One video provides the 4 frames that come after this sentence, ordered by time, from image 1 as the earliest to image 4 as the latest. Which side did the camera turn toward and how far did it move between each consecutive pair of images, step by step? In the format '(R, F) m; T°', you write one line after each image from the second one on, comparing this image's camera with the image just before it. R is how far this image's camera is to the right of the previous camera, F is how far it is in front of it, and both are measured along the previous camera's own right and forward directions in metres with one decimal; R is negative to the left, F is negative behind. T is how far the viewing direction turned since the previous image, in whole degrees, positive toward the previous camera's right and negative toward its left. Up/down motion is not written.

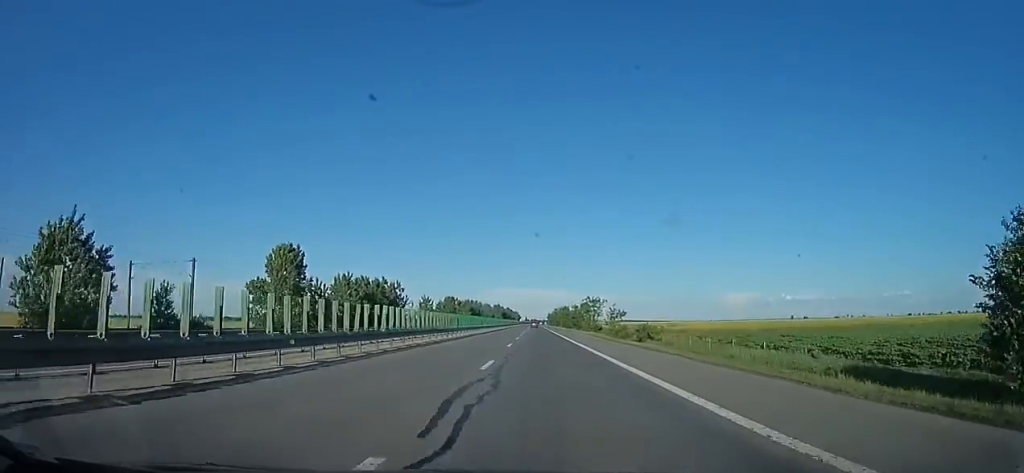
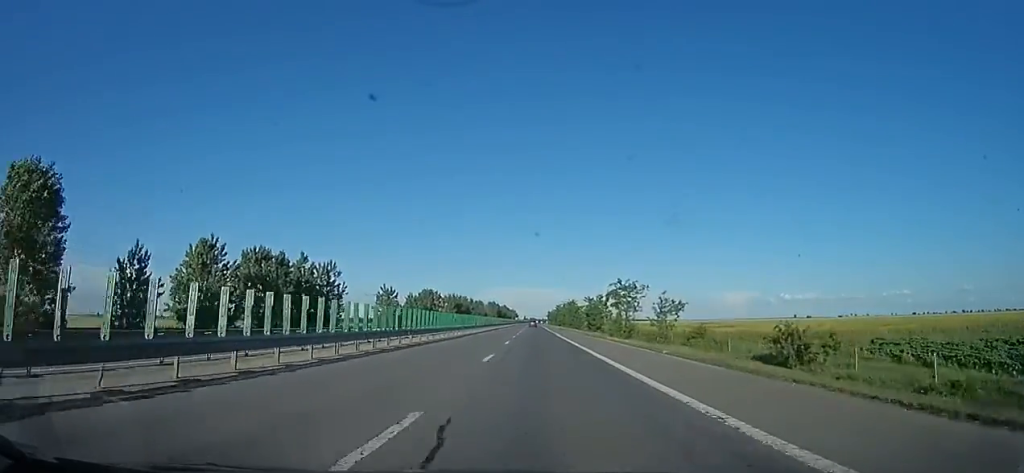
(0.0, +33.4) m; 0°
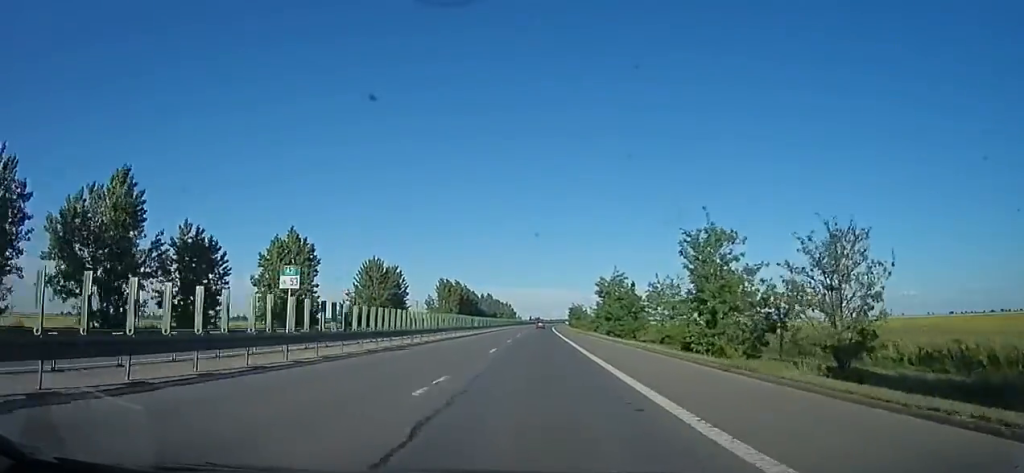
(-0.2, +174.2) m; 0°
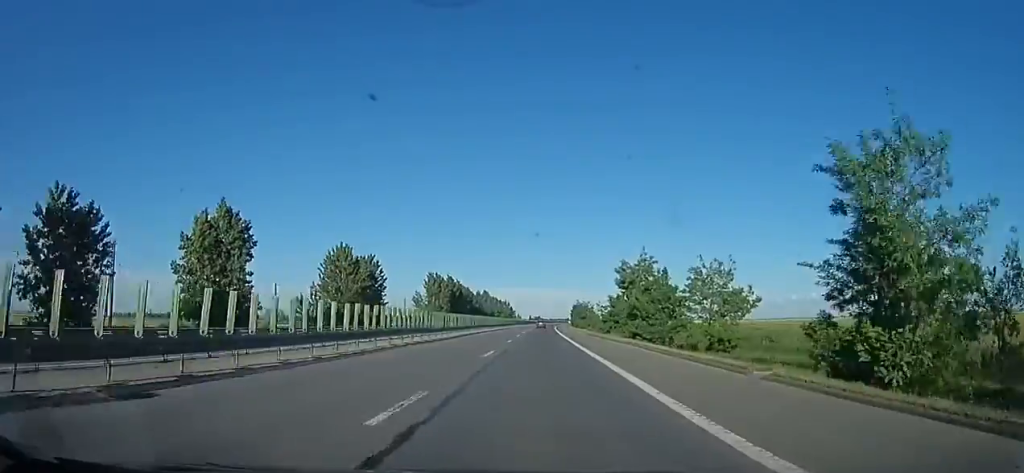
(0.0, +14.3) m; 0°
